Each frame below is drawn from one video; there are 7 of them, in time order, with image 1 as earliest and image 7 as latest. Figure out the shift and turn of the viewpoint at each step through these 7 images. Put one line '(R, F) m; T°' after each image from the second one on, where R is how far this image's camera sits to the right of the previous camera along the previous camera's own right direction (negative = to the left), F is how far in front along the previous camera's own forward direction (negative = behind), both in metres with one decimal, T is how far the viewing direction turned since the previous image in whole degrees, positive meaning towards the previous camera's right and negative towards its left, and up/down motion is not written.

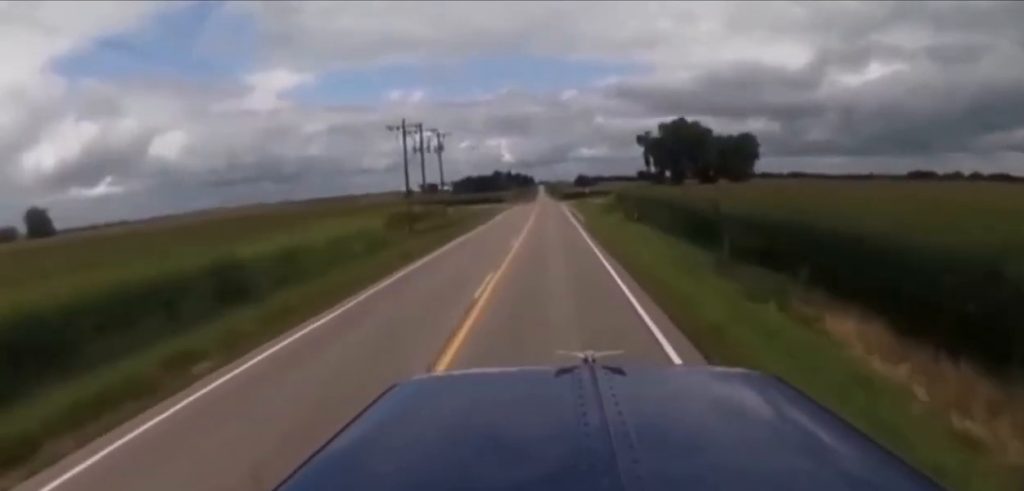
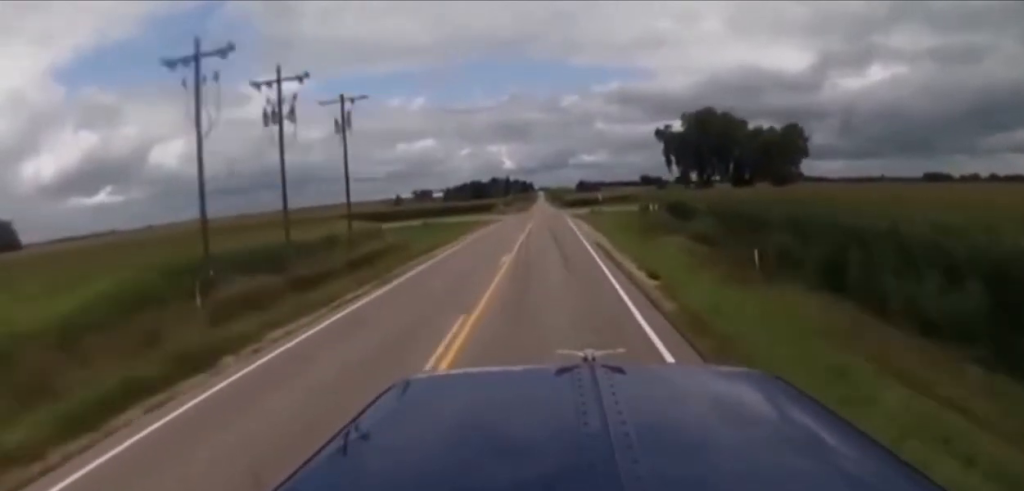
(-0.7, +36.2) m; -1°
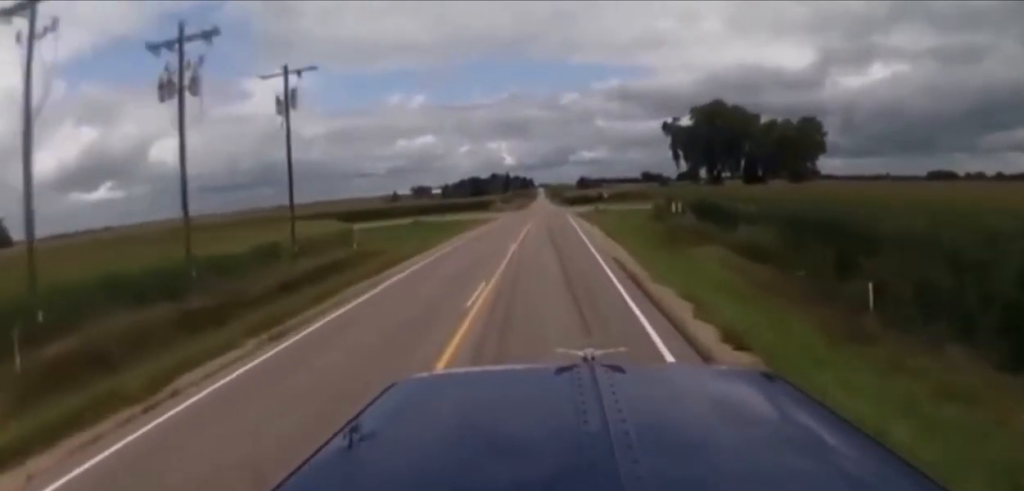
(-0.1, +10.3) m; +1°
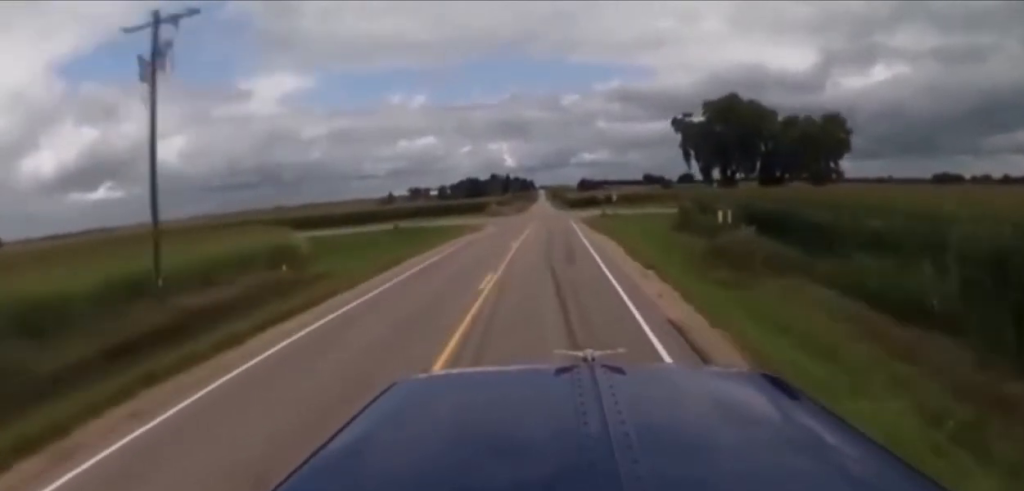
(0.0, +11.4) m; 0°
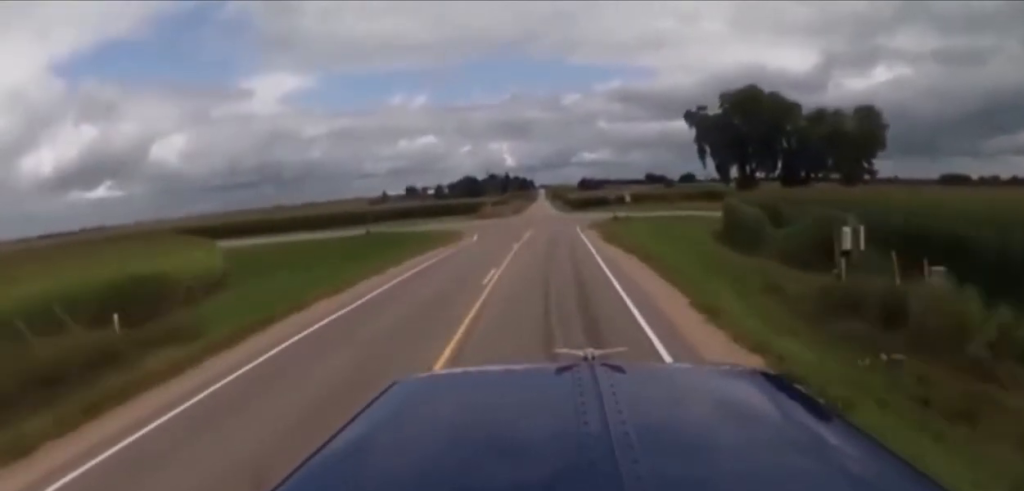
(+0.3, +14.5) m; 0°
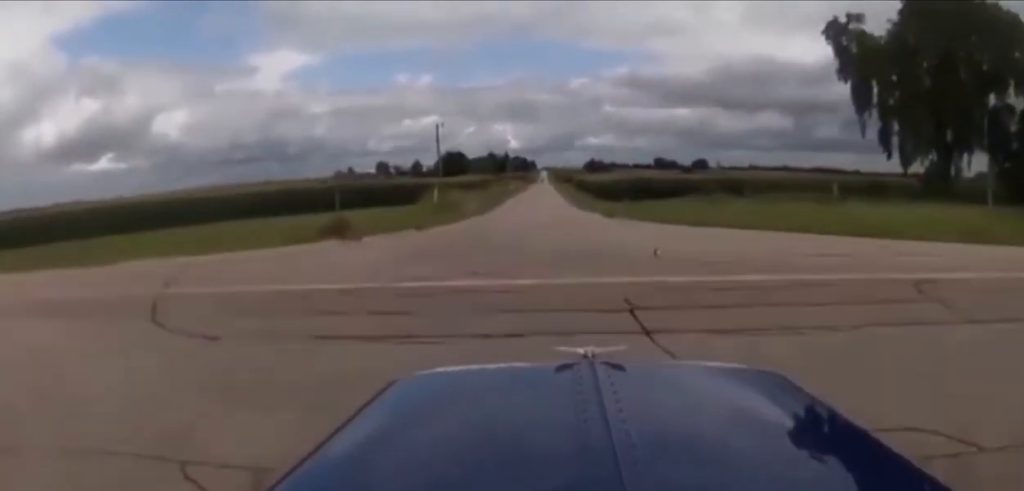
(+0.1, +68.7) m; 0°
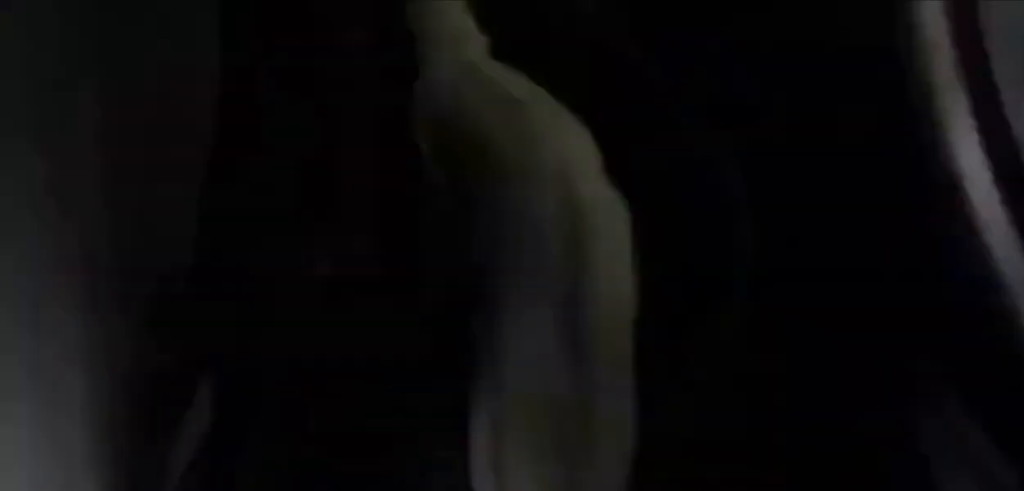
(-0.2, +32.1) m; +4°
